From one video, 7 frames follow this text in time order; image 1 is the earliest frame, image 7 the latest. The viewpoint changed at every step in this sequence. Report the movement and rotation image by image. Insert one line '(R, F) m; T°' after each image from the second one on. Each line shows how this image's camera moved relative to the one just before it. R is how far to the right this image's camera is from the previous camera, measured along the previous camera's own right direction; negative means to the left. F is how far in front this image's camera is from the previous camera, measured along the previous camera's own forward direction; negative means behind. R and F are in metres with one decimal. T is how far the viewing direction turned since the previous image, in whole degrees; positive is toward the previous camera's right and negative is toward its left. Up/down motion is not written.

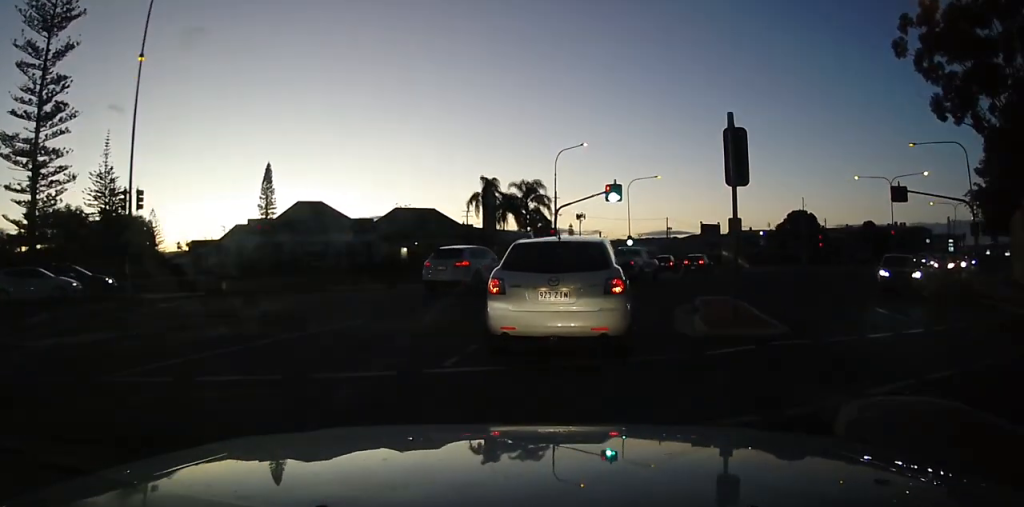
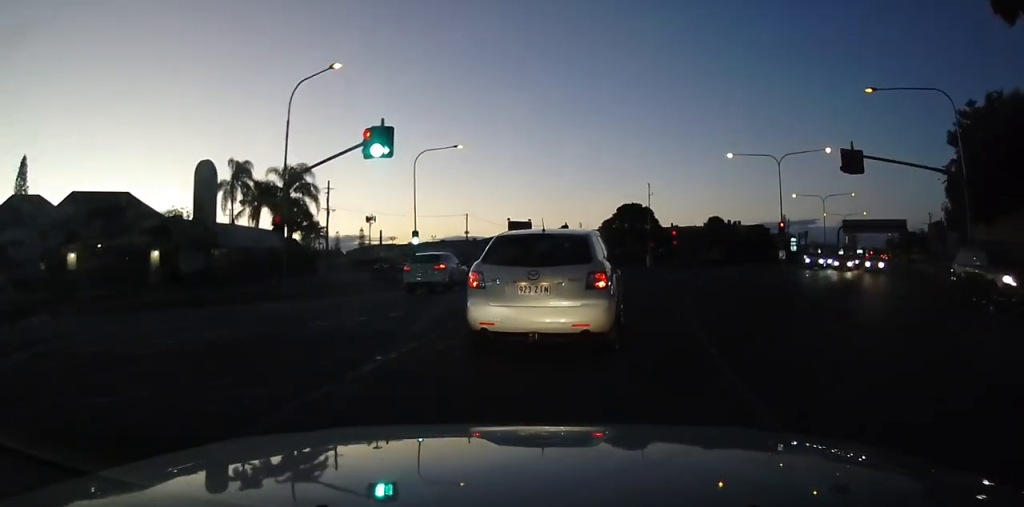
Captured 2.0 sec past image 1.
(+4.9, +21.4) m; +21°
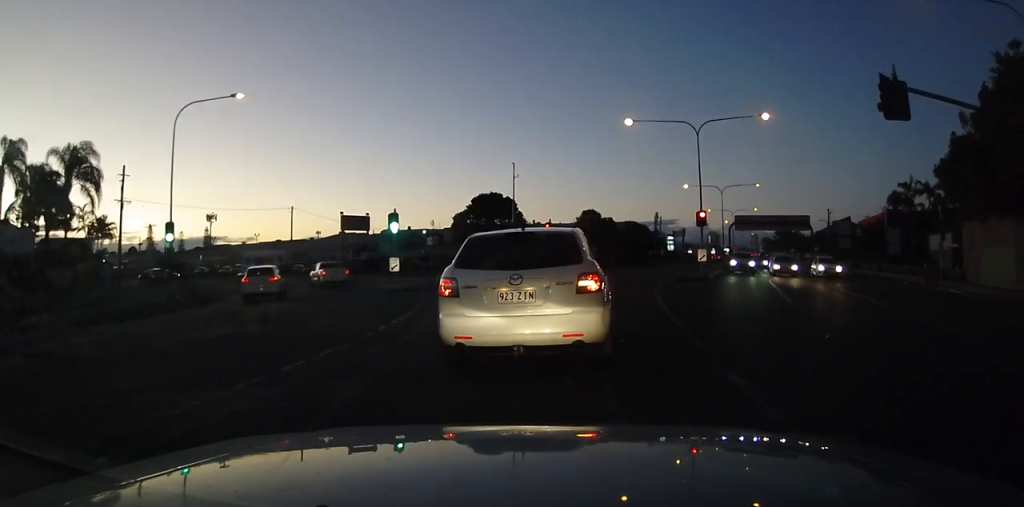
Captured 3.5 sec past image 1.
(+1.3, +17.7) m; +12°
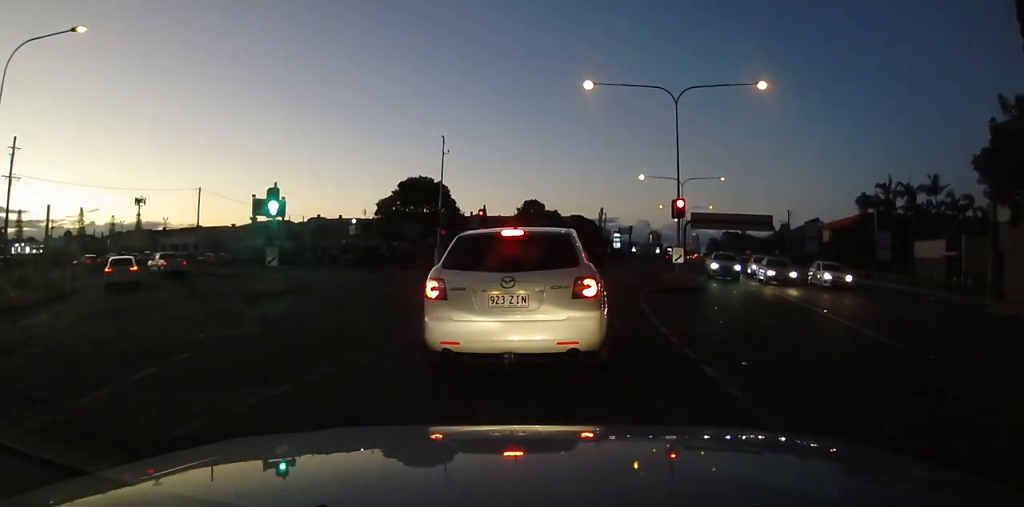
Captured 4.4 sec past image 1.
(+0.9, +10.0) m; +5°
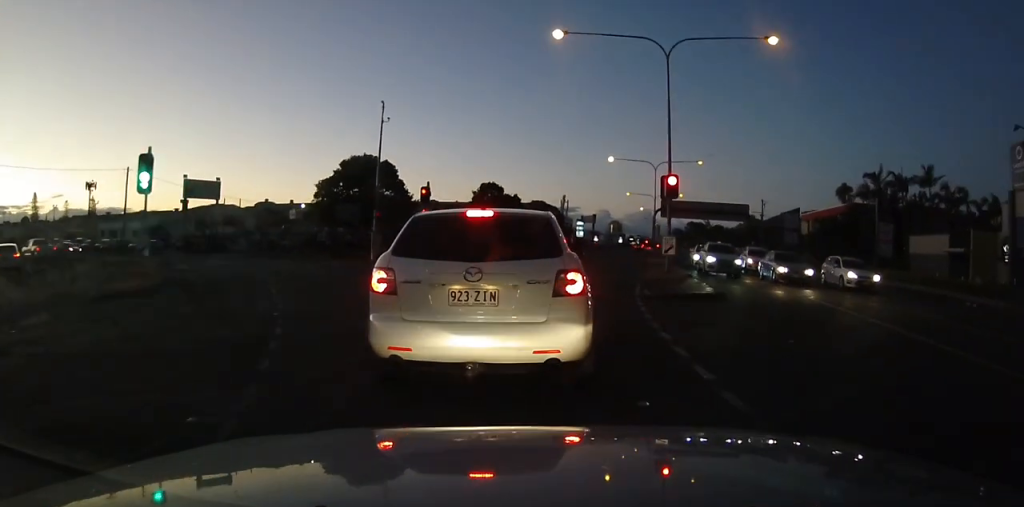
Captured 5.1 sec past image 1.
(+0.1, +7.0) m; +1°
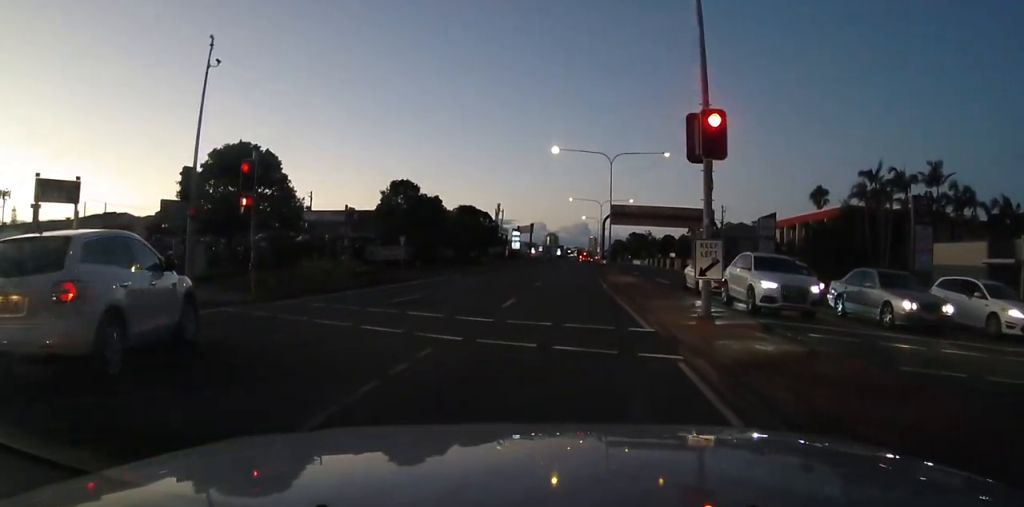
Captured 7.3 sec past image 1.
(+0.6, +19.8) m; +2°
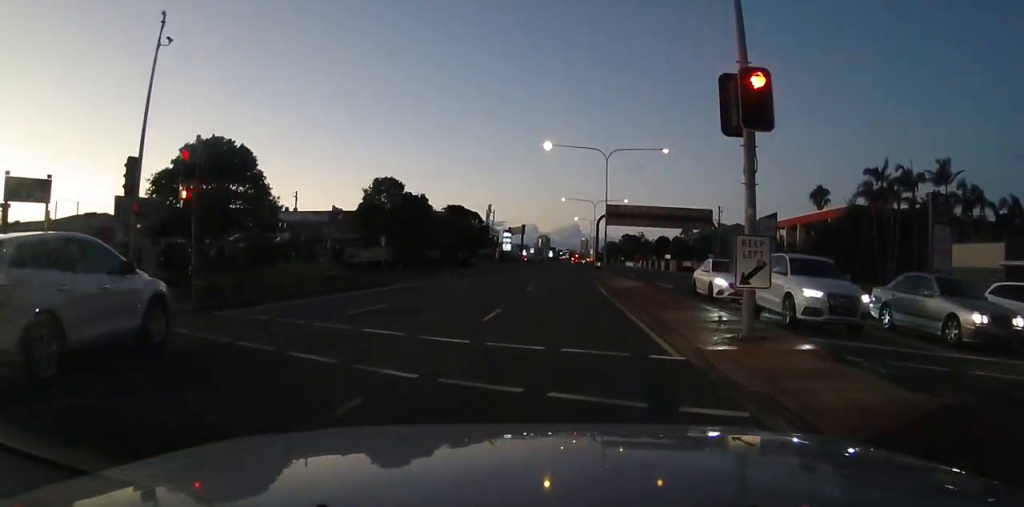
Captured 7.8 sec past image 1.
(0.0, +3.4) m; 0°
